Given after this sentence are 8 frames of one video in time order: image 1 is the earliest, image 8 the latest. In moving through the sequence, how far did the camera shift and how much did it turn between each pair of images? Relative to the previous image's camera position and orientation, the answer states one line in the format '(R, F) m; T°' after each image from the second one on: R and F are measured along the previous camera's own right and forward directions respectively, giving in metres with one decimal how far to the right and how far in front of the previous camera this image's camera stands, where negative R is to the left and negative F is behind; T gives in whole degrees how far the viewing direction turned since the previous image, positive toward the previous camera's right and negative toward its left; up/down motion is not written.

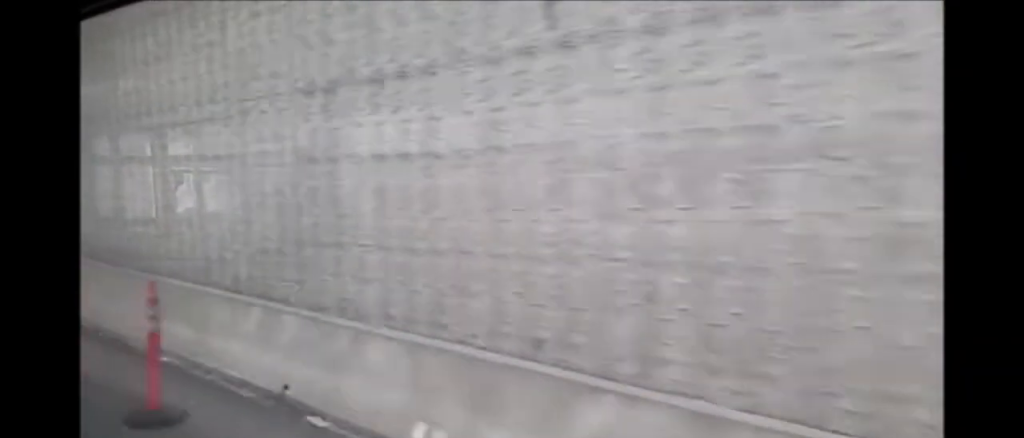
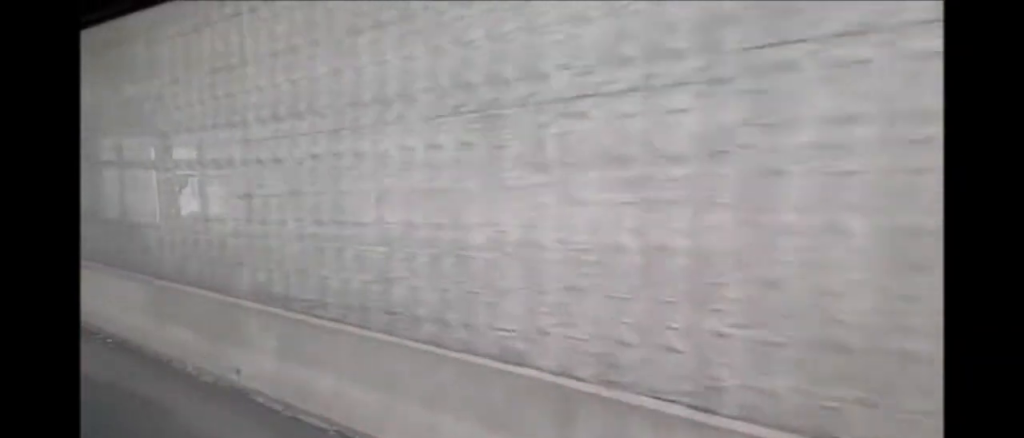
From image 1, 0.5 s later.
(+0.2, +5.2) m; +1°
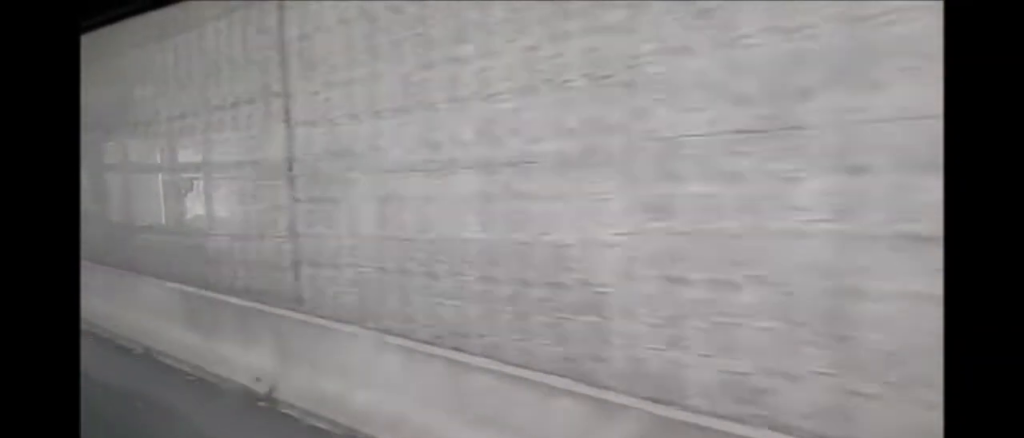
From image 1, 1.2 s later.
(0.0, +6.8) m; +1°
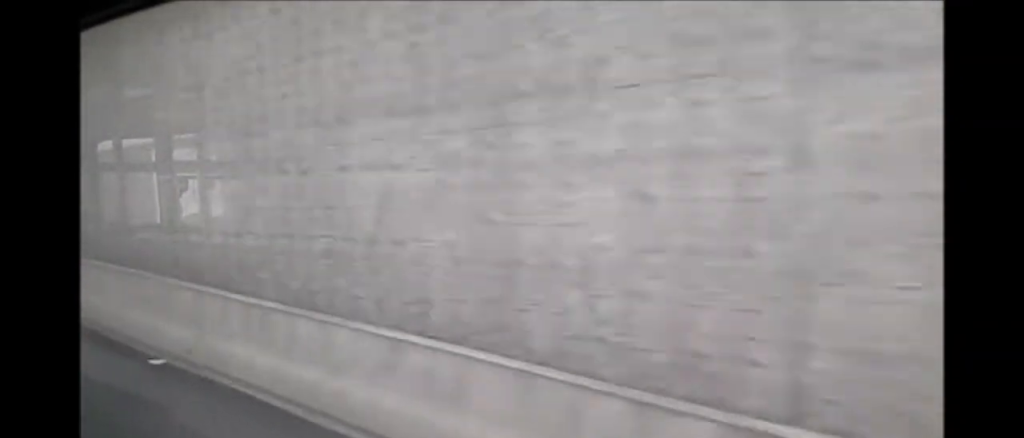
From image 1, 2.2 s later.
(0.0, +10.6) m; +1°
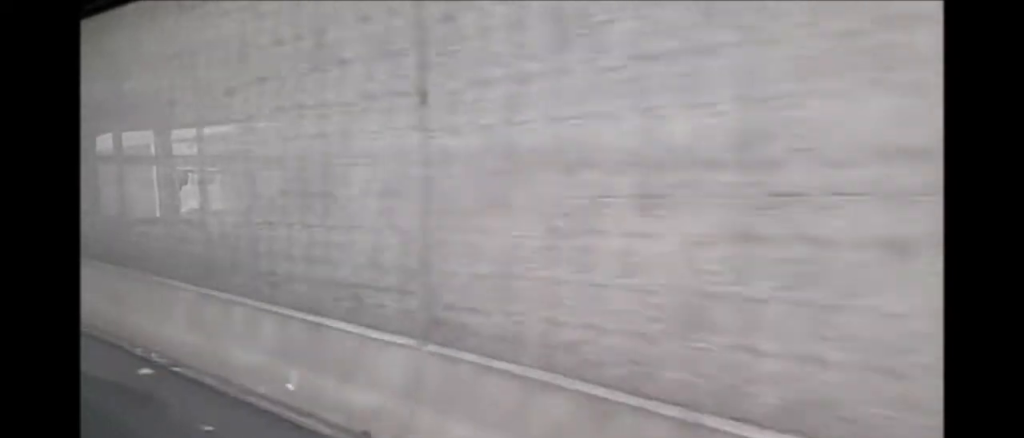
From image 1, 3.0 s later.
(+0.2, +10.1) m; 0°
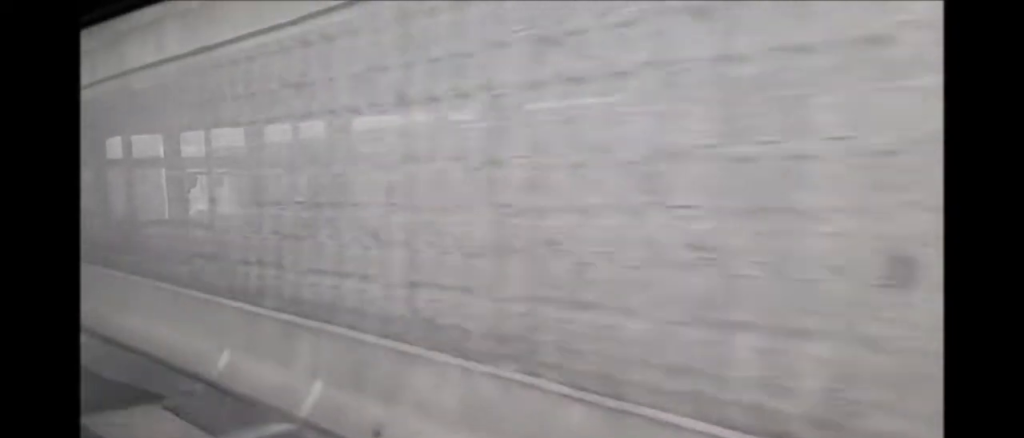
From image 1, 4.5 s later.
(-0.4, +18.6) m; +1°
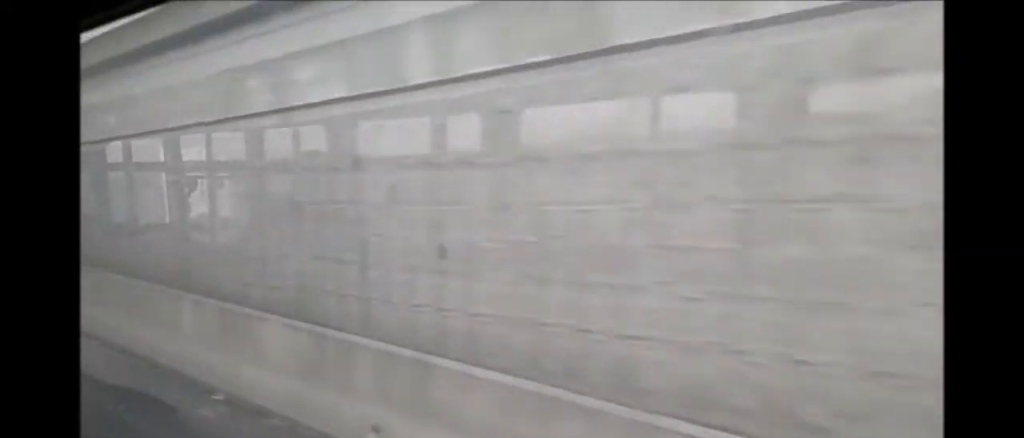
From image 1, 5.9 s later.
(+0.8, +18.0) m; +2°
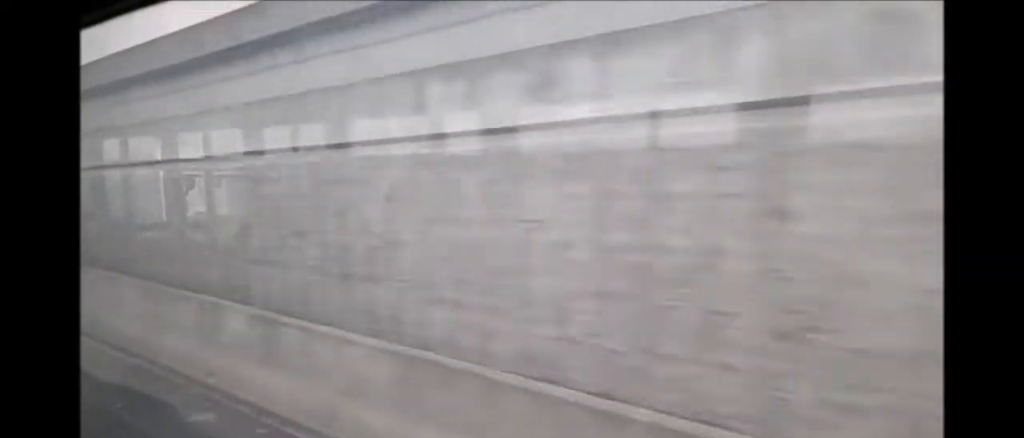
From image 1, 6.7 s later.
(-0.5, +10.9) m; -1°
